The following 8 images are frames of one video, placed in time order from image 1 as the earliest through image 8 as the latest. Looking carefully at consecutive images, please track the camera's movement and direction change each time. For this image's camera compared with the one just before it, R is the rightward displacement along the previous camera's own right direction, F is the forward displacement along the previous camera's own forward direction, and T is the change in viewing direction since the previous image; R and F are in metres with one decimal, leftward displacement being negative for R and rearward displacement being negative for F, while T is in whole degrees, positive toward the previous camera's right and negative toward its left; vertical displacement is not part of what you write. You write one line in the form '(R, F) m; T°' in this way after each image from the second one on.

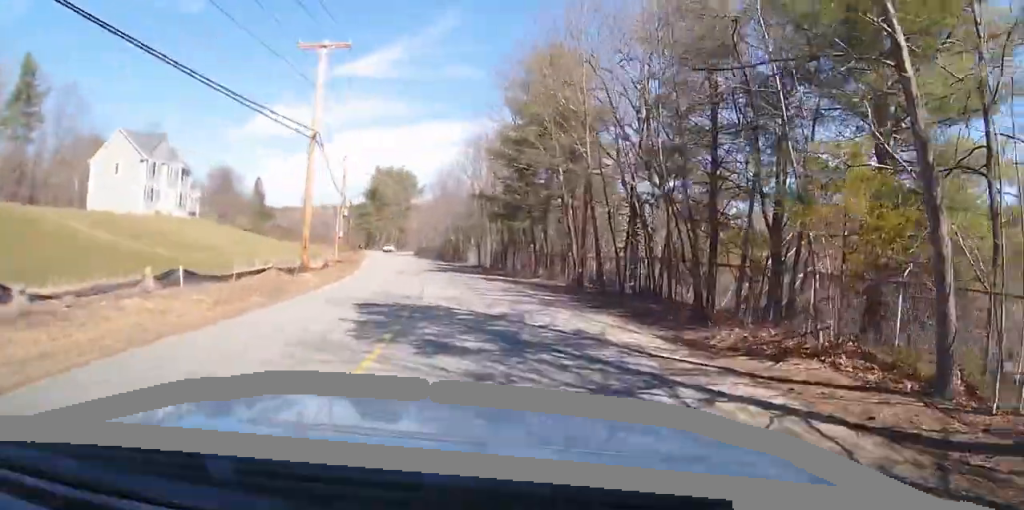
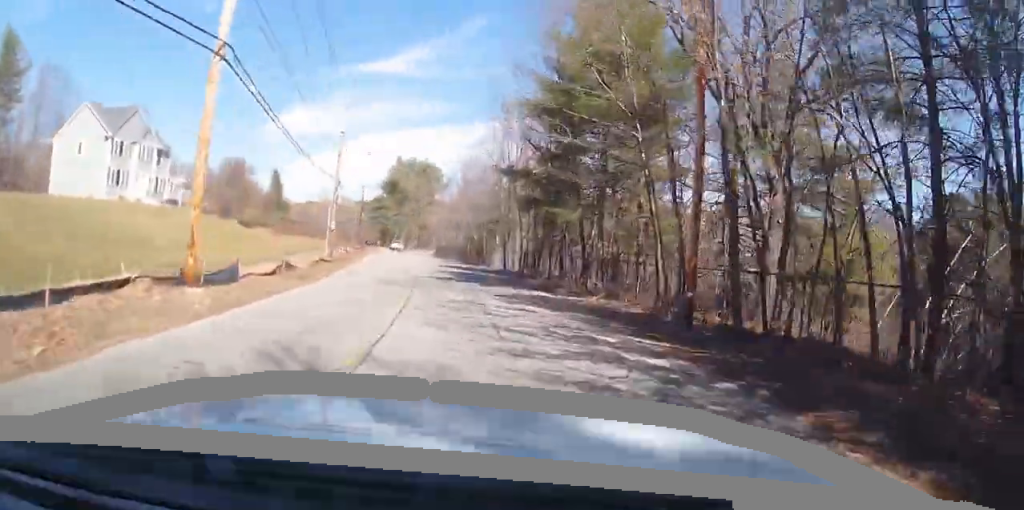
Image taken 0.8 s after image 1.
(-0.2, +11.5) m; -3°
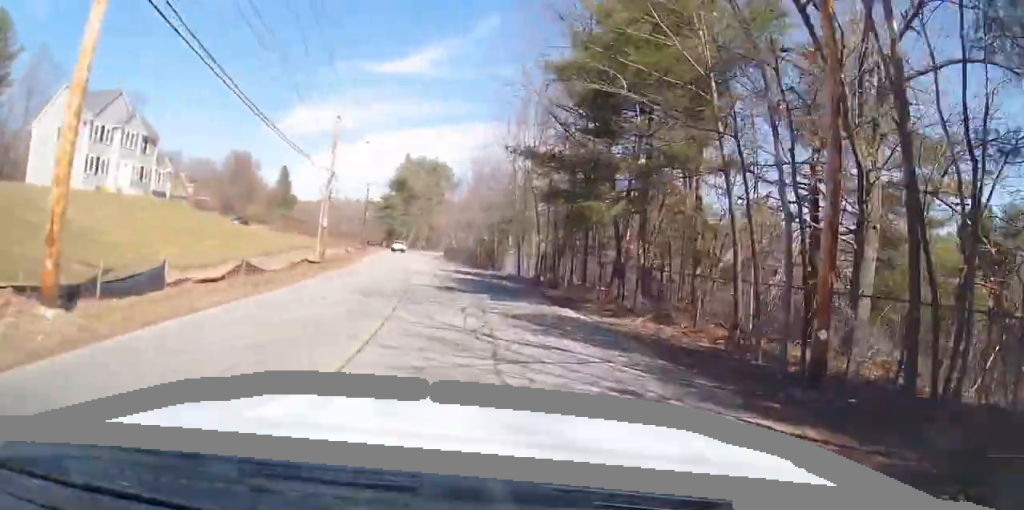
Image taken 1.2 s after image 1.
(+0.1, +5.6) m; -2°
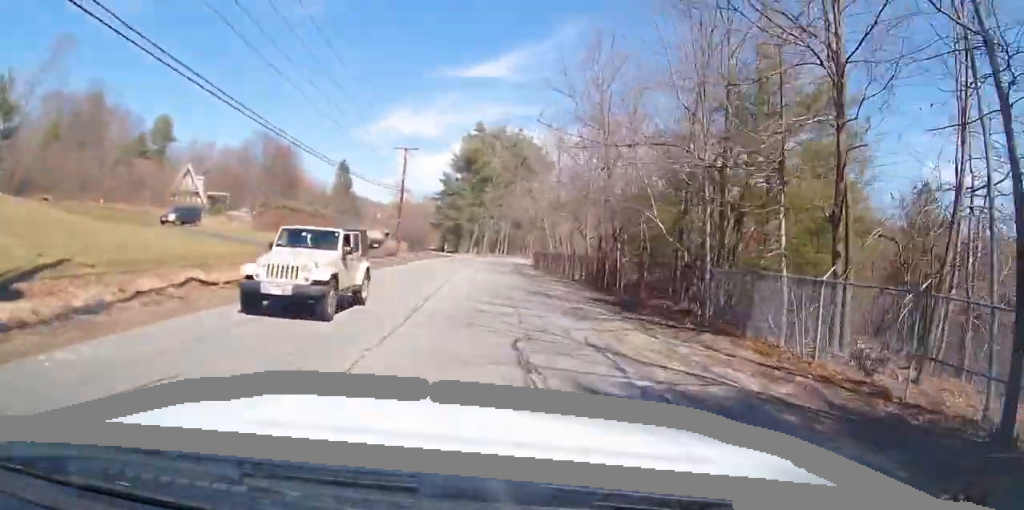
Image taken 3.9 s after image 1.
(-2.9, +36.8) m; -6°
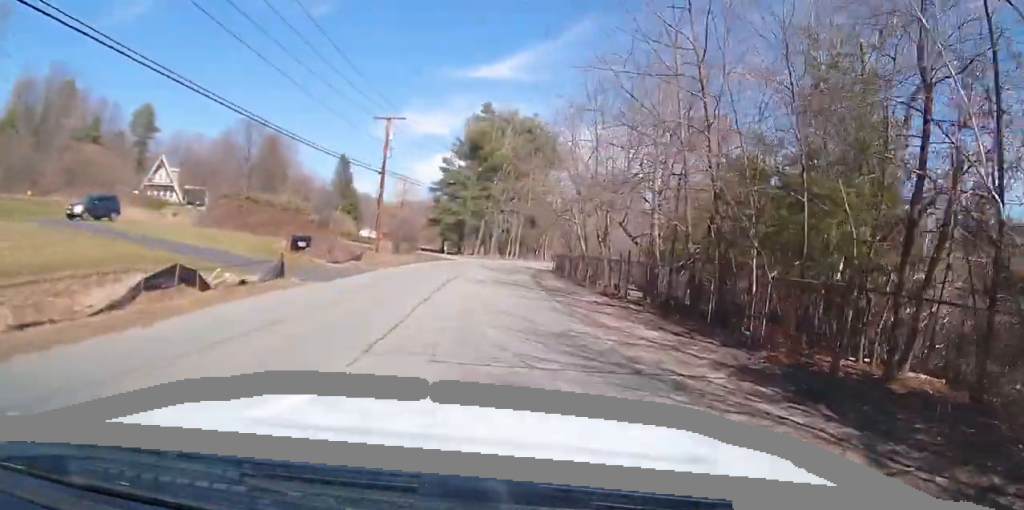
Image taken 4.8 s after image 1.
(0.0, +13.4) m; +1°
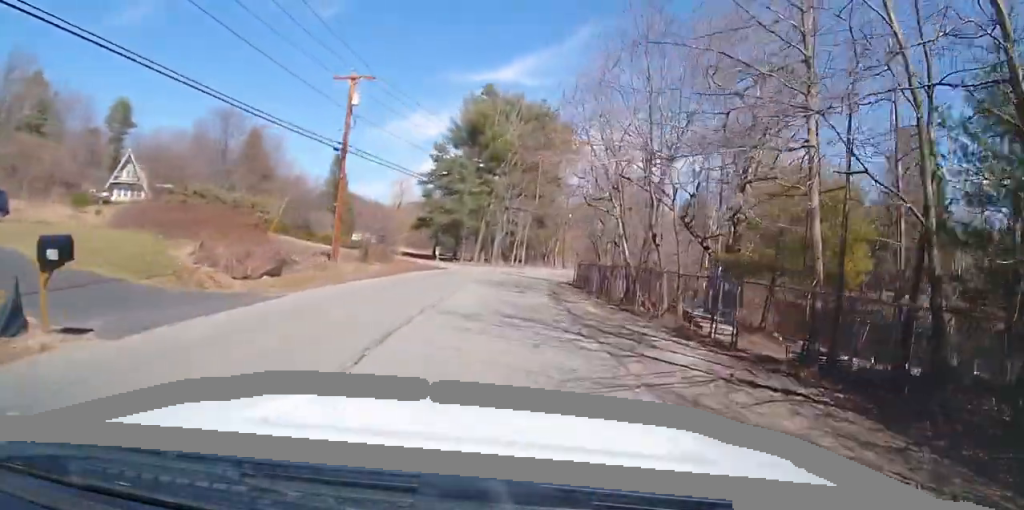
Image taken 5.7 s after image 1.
(+0.1, +11.5) m; +1°
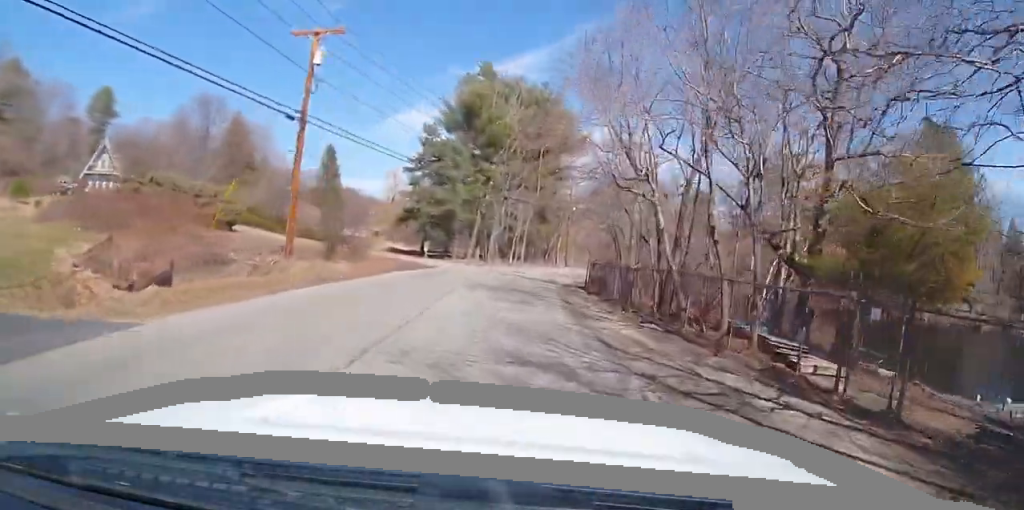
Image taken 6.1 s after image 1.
(+0.1, +6.4) m; +1°
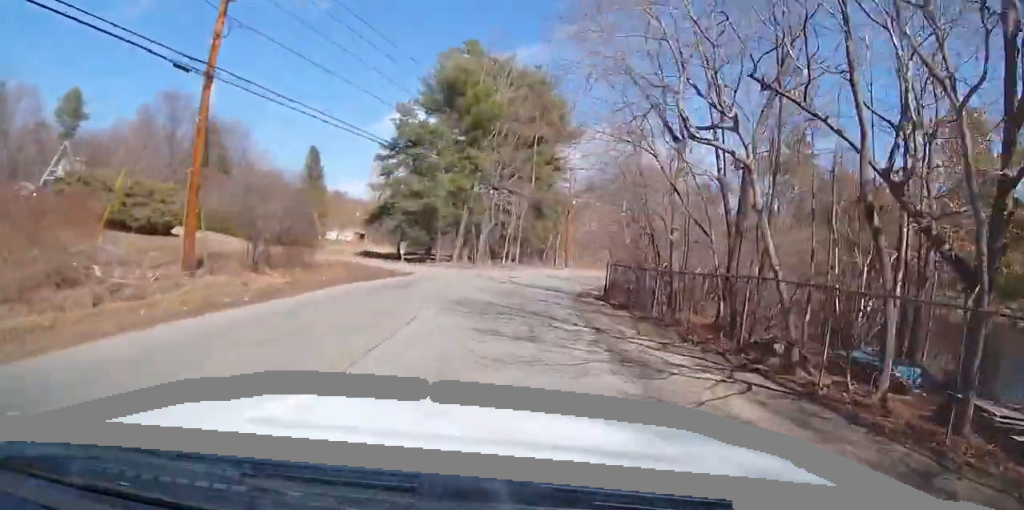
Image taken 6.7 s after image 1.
(0.0, +7.7) m; 0°
